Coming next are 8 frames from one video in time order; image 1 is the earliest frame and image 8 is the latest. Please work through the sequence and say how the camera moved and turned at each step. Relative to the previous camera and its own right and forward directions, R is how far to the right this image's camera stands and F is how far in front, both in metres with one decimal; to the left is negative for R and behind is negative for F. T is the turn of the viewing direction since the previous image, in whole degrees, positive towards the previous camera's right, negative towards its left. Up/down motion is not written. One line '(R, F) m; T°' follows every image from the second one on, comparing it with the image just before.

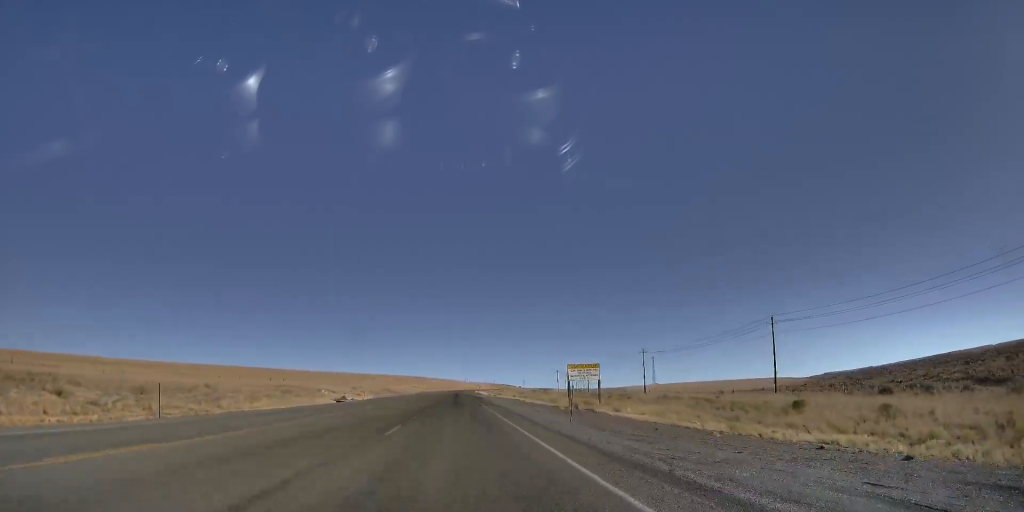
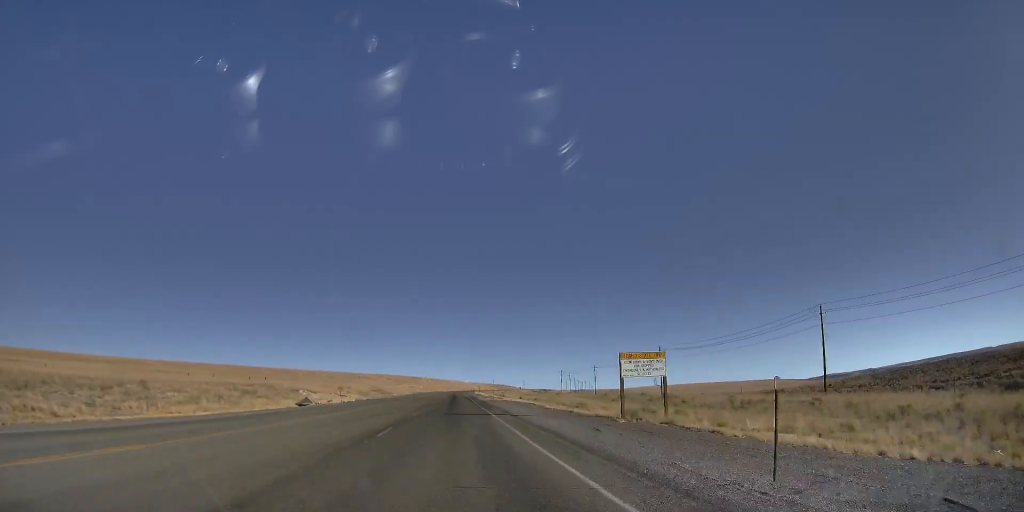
(+0.2, +15.7) m; 0°
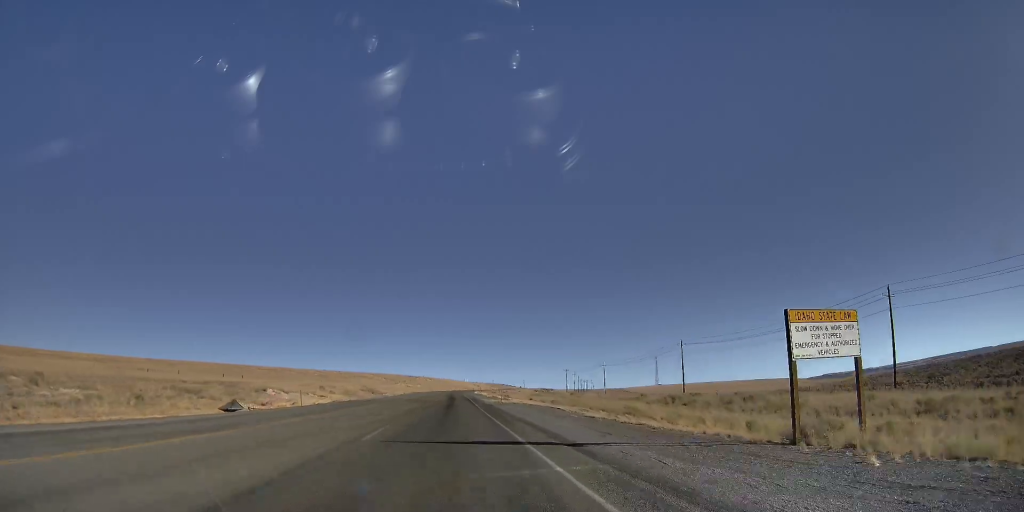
(-0.3, +16.6) m; 0°
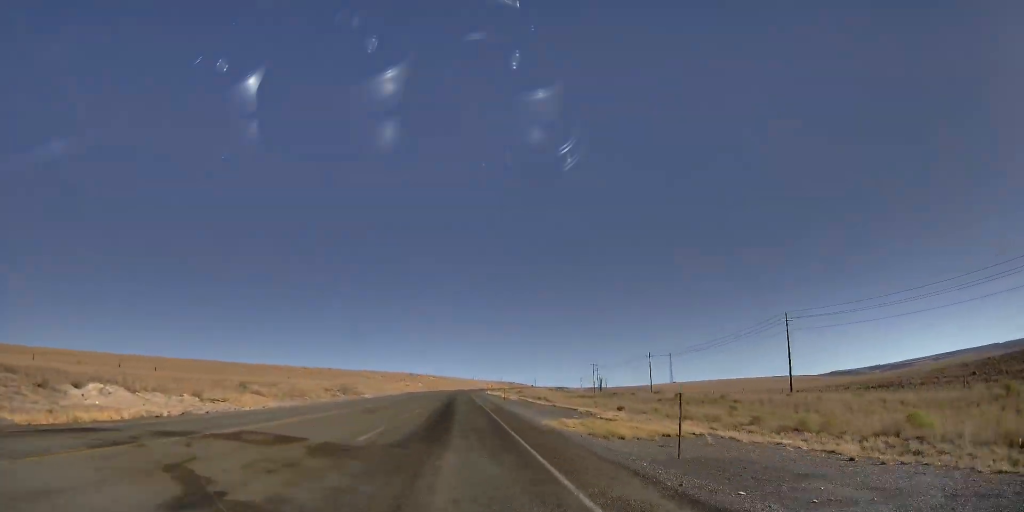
(0.0, +45.9) m; 0°
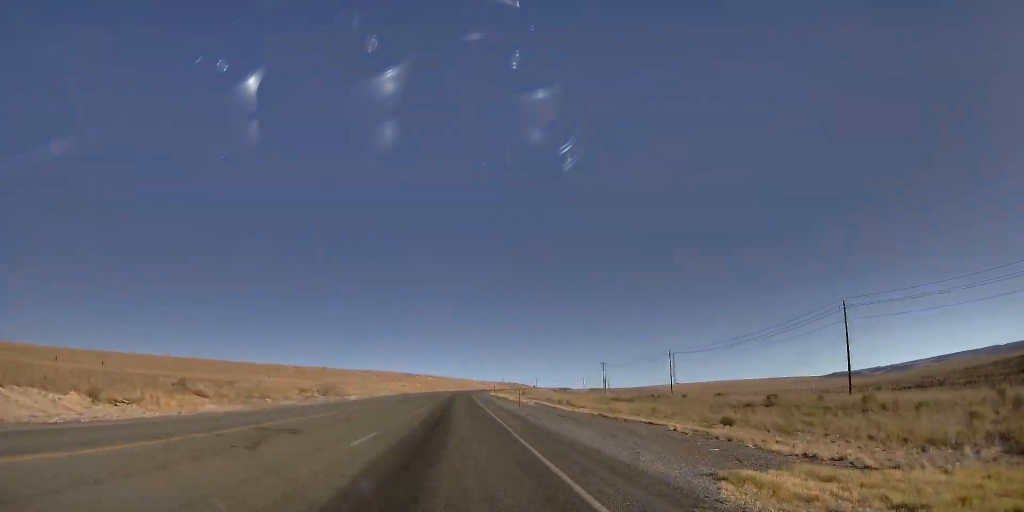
(0.0, +16.6) m; 0°
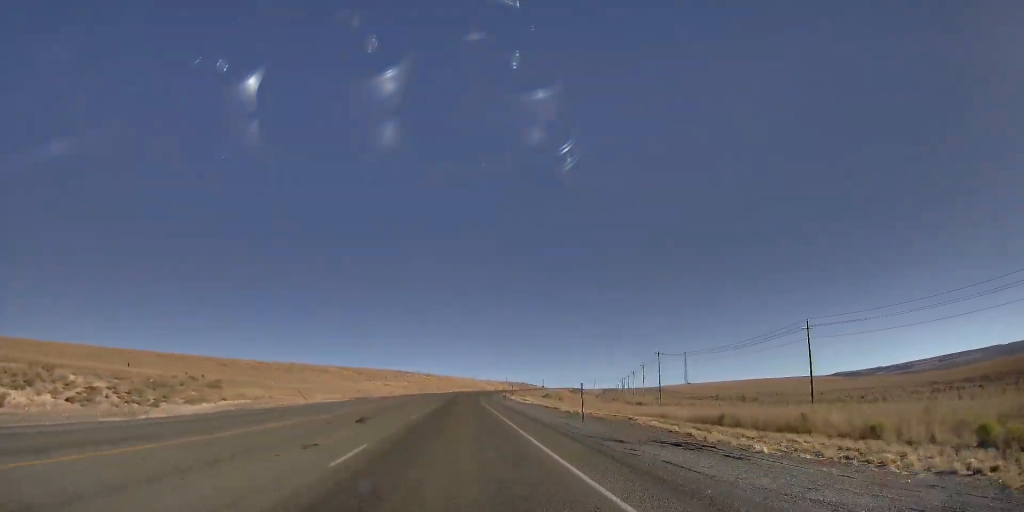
(-0.1, +64.2) m; +1°
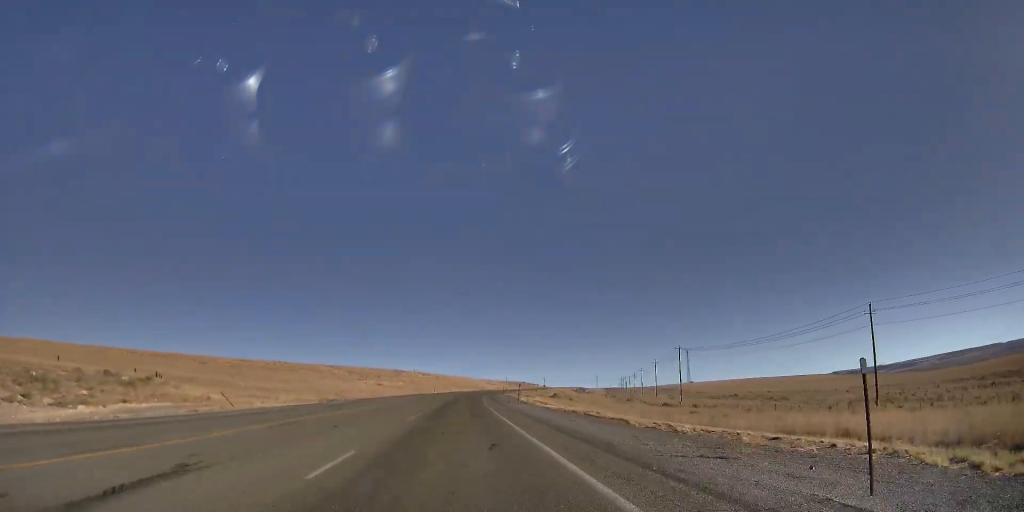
(+0.2, +16.5) m; 0°
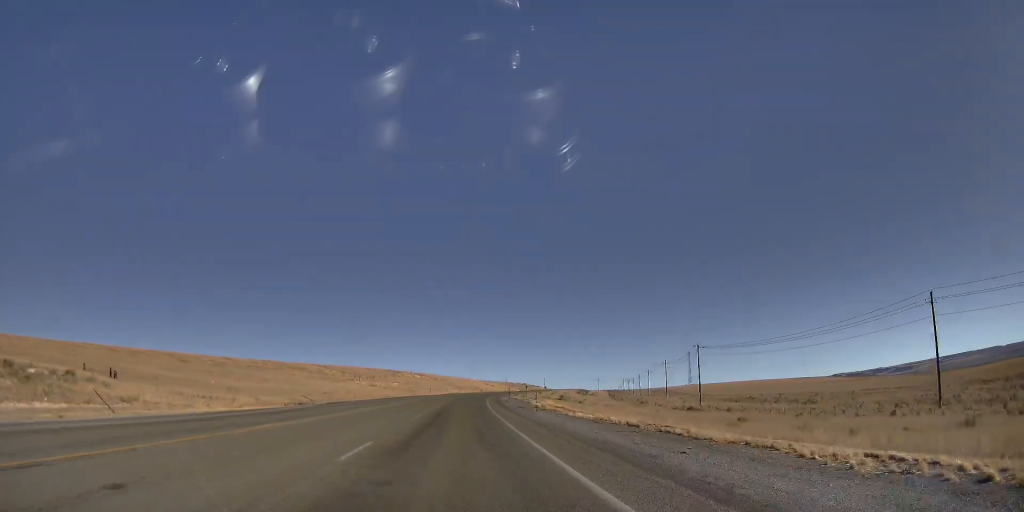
(+0.2, +12.7) m; 0°
